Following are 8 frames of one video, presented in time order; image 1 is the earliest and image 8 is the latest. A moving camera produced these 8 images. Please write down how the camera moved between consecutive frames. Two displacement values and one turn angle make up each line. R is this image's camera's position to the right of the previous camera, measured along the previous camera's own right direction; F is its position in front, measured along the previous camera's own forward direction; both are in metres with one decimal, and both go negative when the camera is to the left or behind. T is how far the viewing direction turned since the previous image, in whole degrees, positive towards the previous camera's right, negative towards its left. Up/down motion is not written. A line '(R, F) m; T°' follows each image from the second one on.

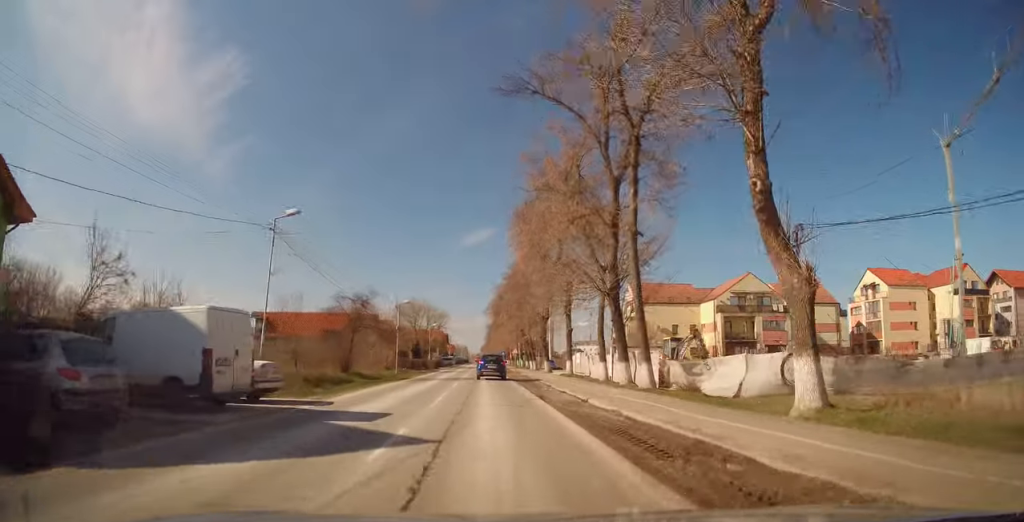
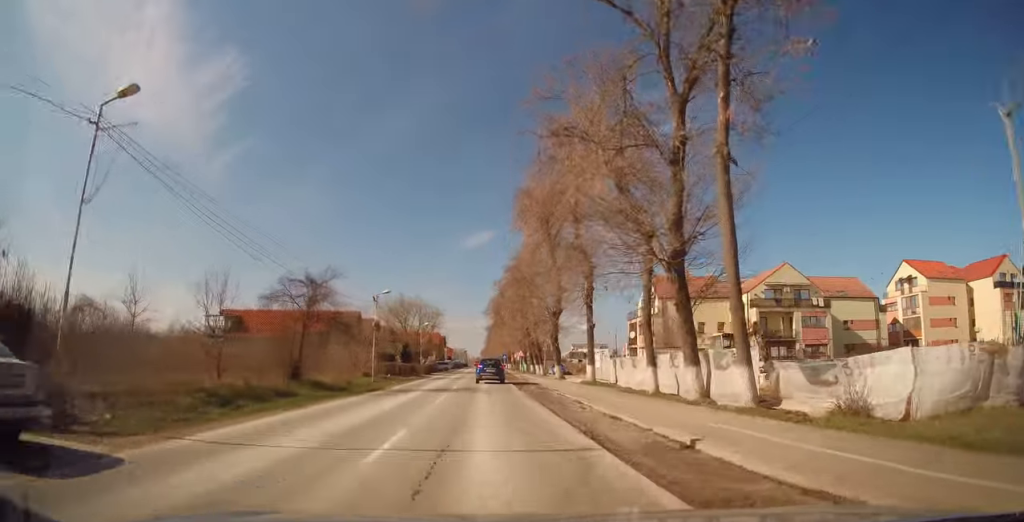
(+0.2, +8.9) m; +2°
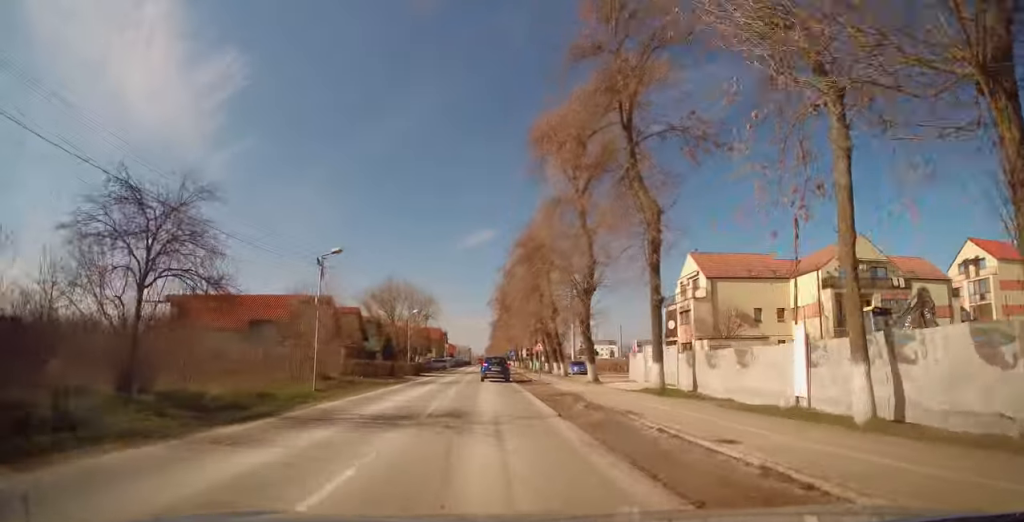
(+0.2, +12.4) m; -1°
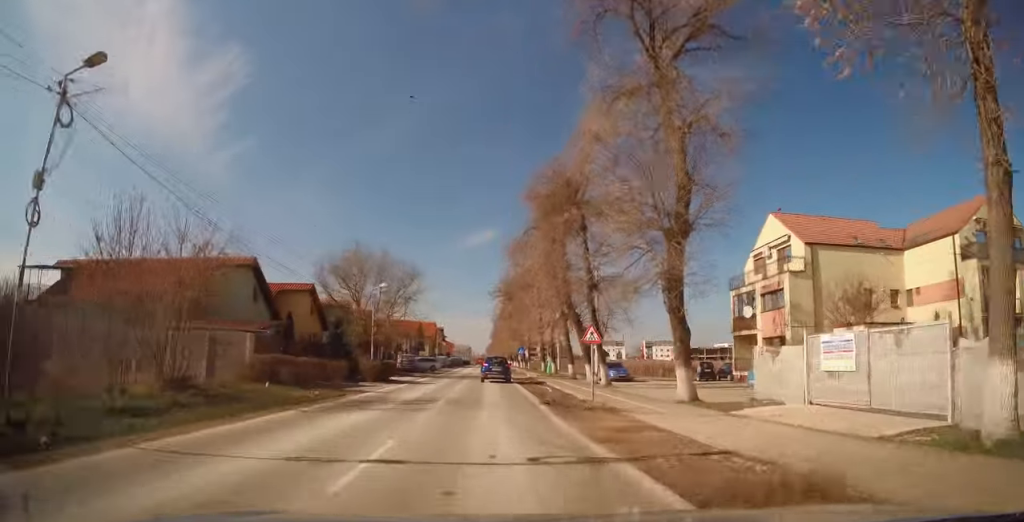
(-0.6, +15.3) m; -1°
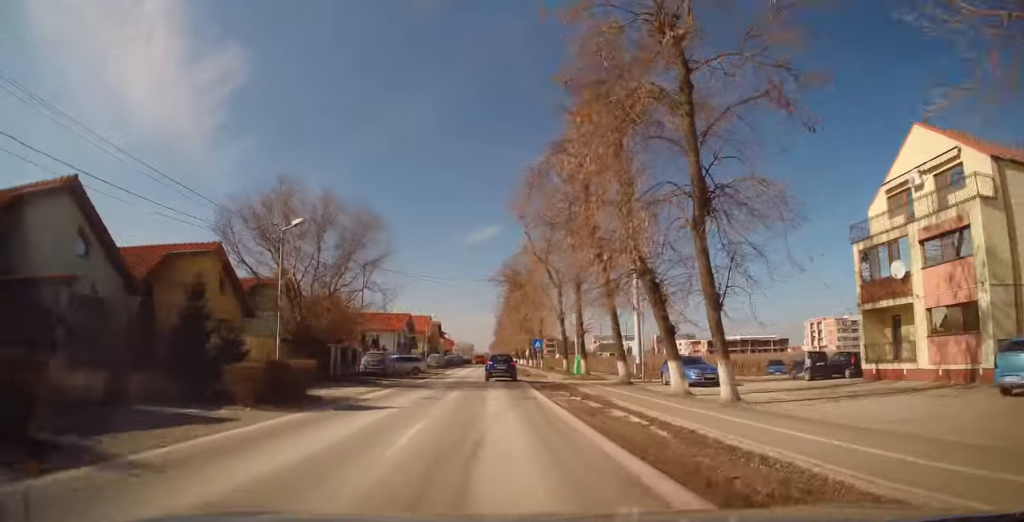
(+0.4, +14.9) m; 0°
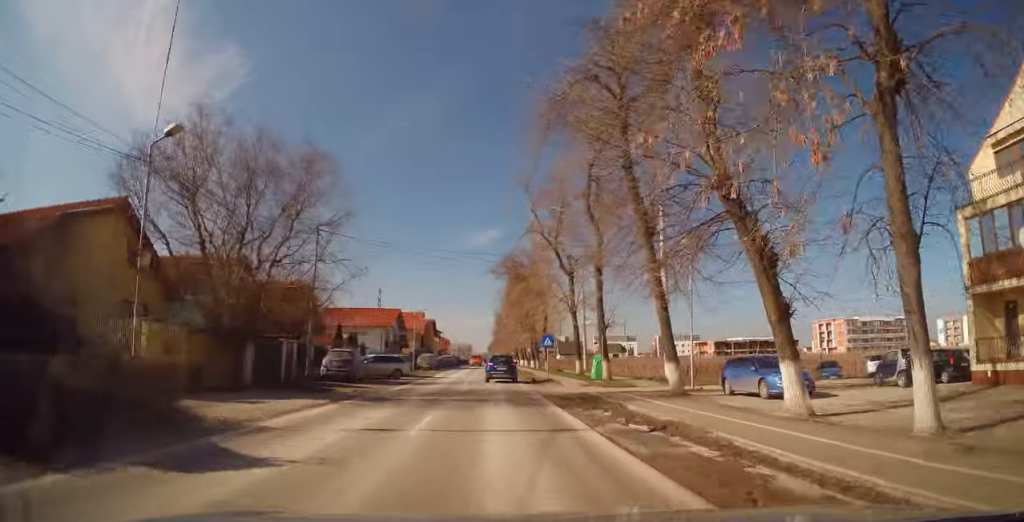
(-0.3, +7.5) m; 0°
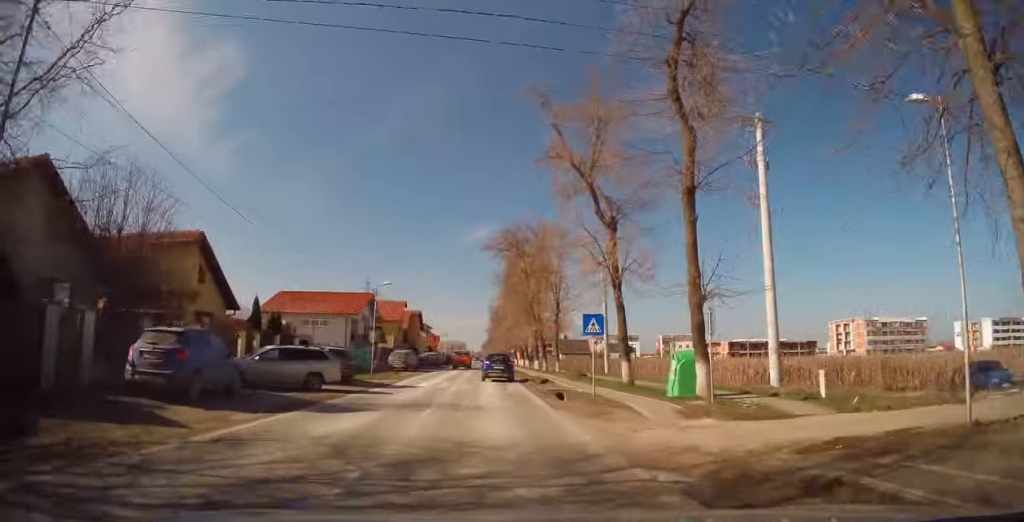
(+0.1, +14.7) m; +1°
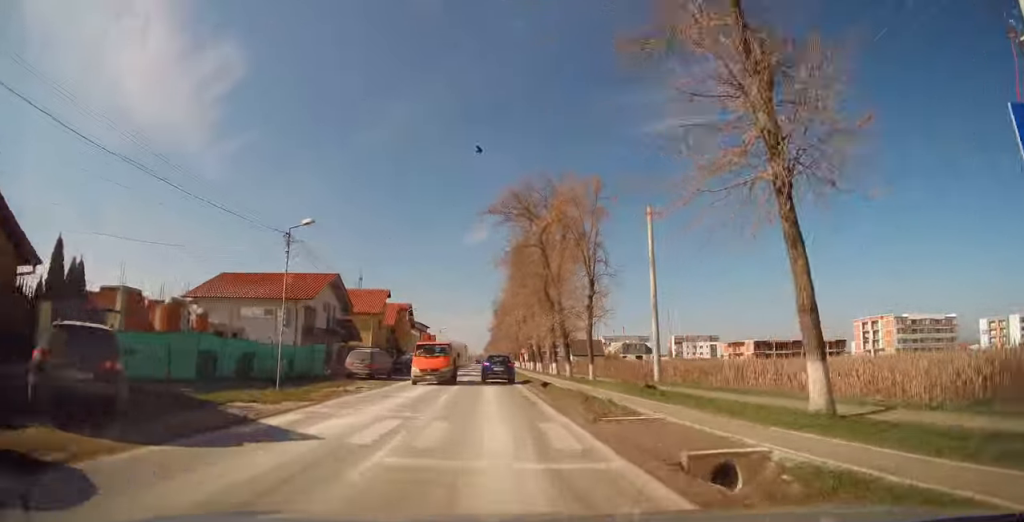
(+0.2, +15.1) m; -1°
